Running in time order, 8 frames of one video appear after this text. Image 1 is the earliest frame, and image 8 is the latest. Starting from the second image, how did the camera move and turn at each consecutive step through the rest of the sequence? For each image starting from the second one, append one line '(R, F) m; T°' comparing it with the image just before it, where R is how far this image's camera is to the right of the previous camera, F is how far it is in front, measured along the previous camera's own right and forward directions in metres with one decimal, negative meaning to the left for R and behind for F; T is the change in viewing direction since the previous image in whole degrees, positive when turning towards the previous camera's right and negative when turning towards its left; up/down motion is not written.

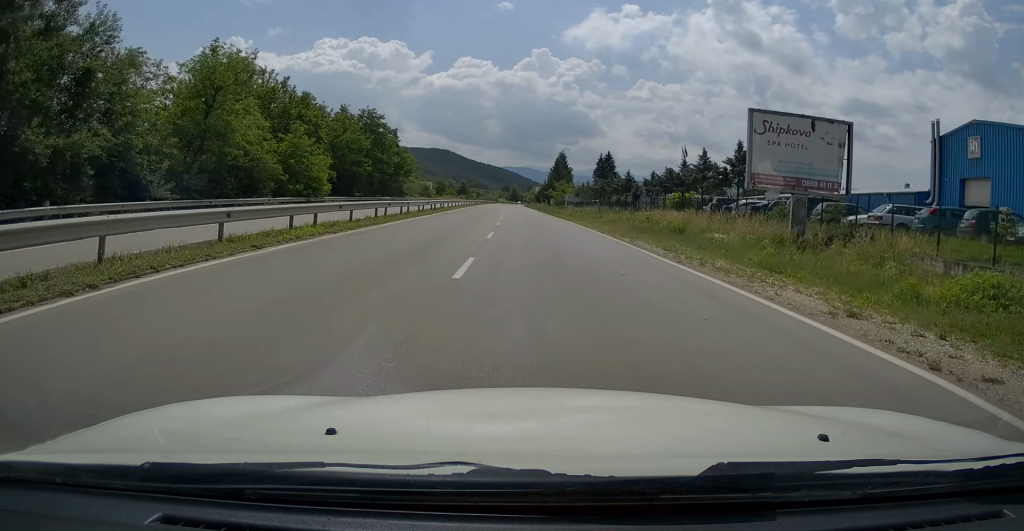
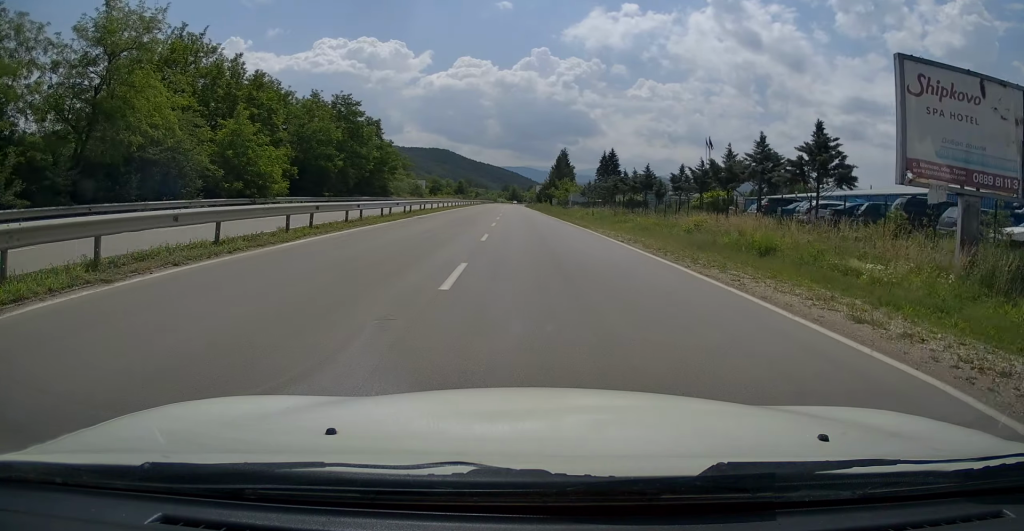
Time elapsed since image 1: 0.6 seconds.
(0.0, +10.3) m; 0°
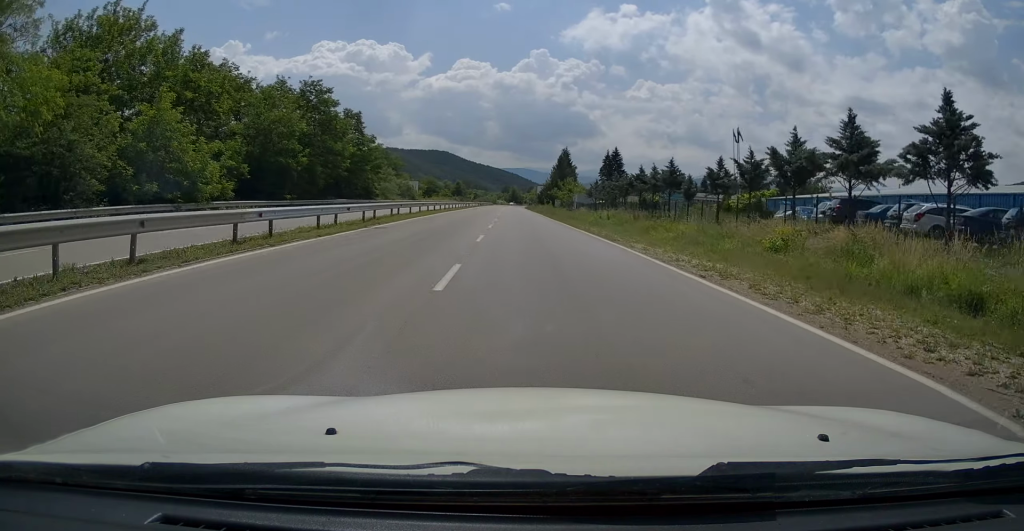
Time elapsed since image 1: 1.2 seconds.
(+0.2, +9.1) m; -1°
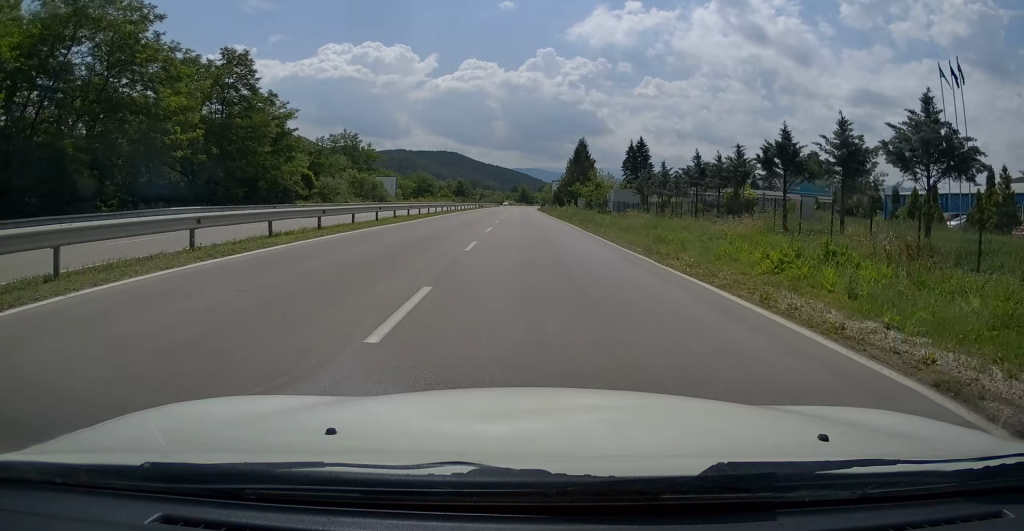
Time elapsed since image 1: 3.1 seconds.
(-0.4, +30.2) m; 0°
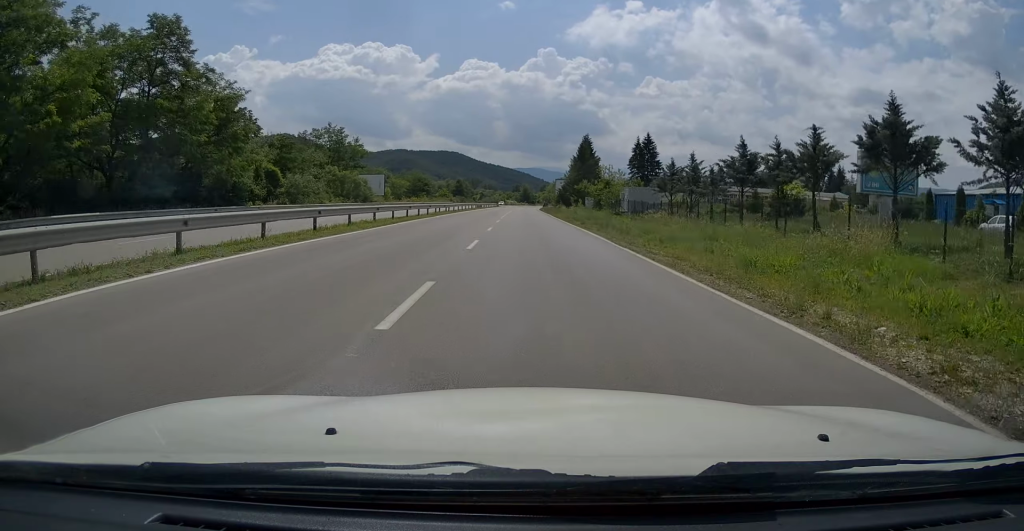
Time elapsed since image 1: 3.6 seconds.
(+0.1, +8.4) m; 0°
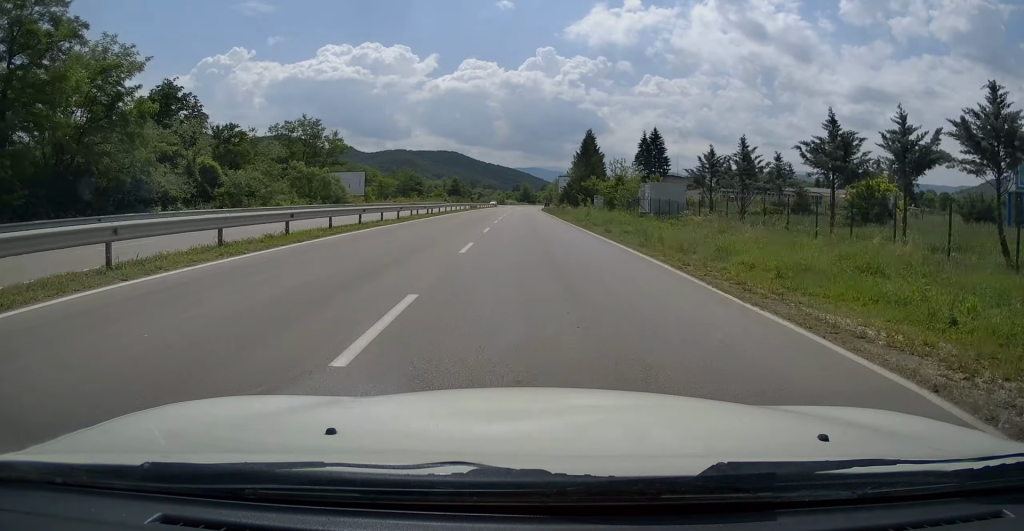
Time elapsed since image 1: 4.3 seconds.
(+0.1, +10.0) m; -1°
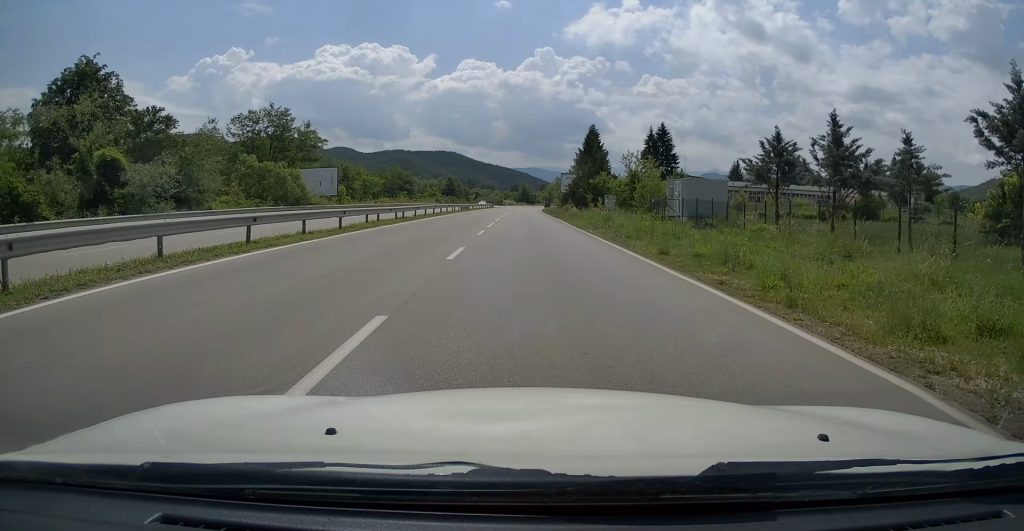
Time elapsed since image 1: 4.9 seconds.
(-0.2, +10.1) m; 0°
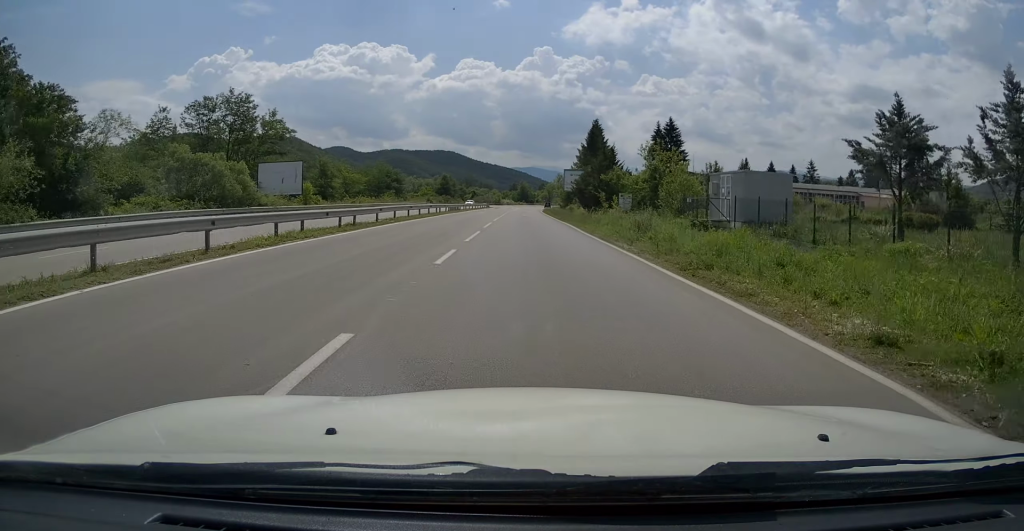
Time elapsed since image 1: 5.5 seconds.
(-0.2, +9.6) m; 0°
